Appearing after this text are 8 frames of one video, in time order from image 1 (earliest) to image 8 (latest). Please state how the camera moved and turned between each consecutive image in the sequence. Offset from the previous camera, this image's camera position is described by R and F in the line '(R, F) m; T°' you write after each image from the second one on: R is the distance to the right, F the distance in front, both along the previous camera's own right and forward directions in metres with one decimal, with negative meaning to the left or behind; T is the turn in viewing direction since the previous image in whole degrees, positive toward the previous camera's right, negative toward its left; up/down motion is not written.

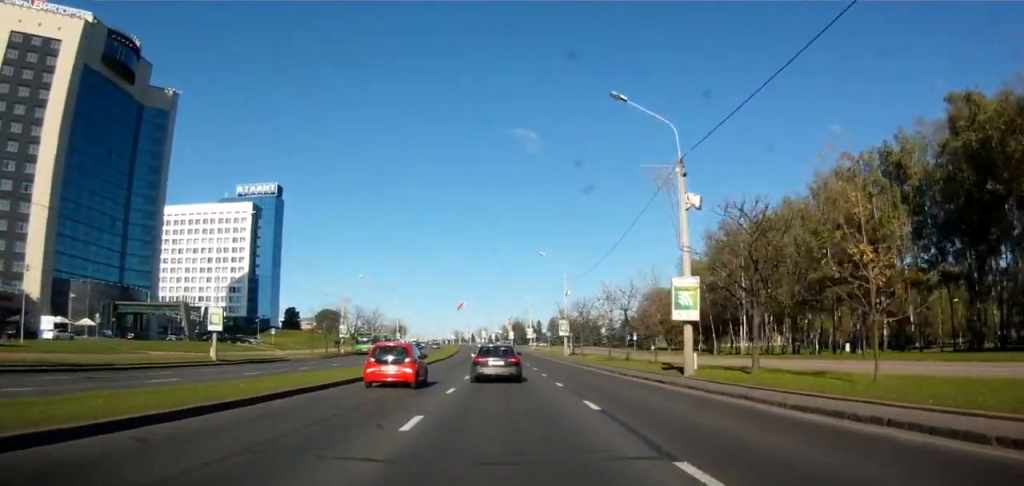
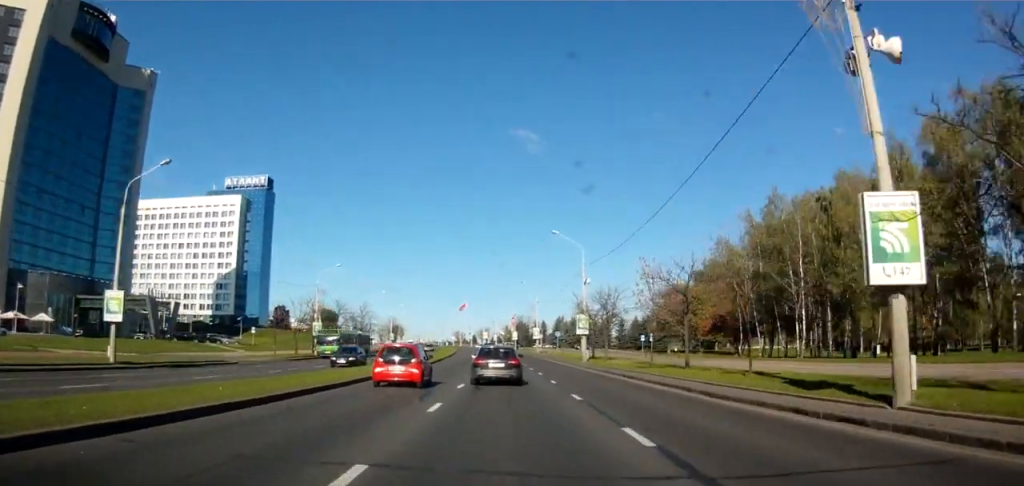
(-0.2, +12.2) m; -1°
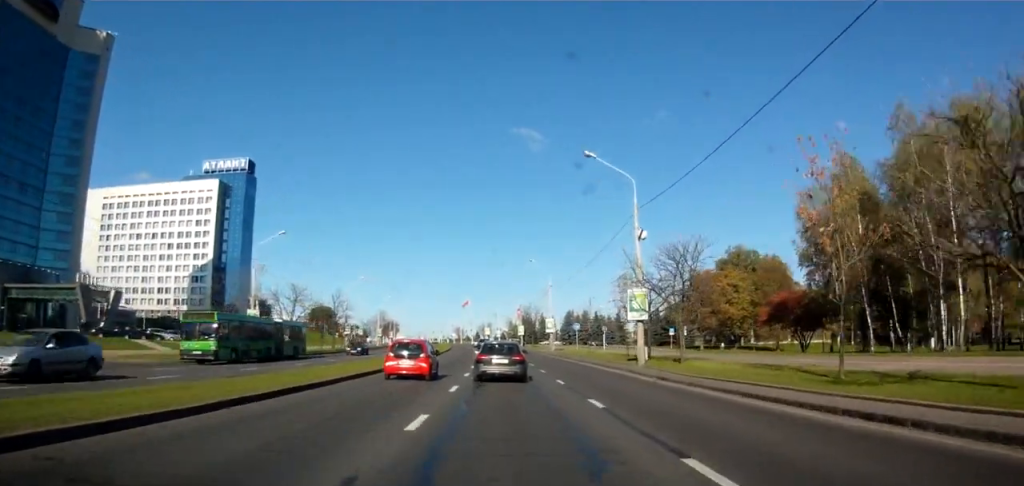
(-0.1, +19.4) m; -1°
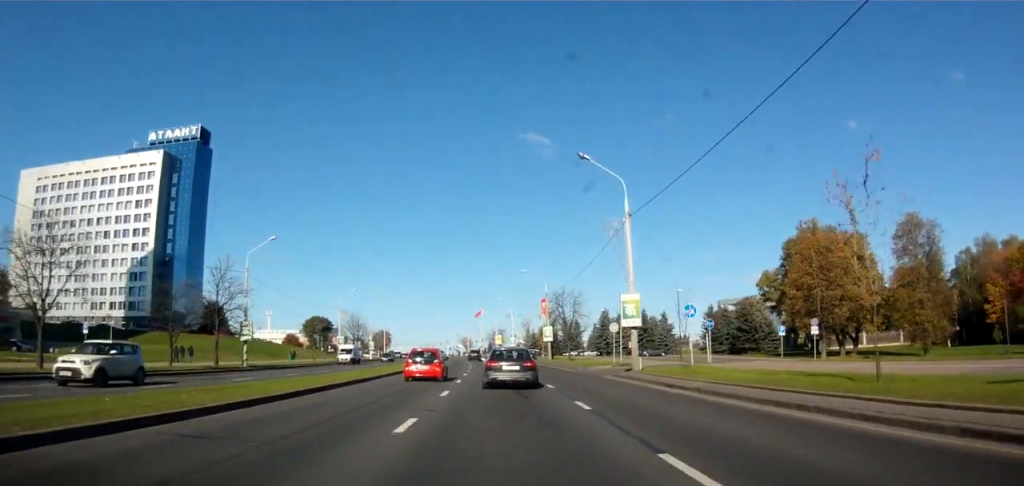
(-0.1, +40.0) m; 0°
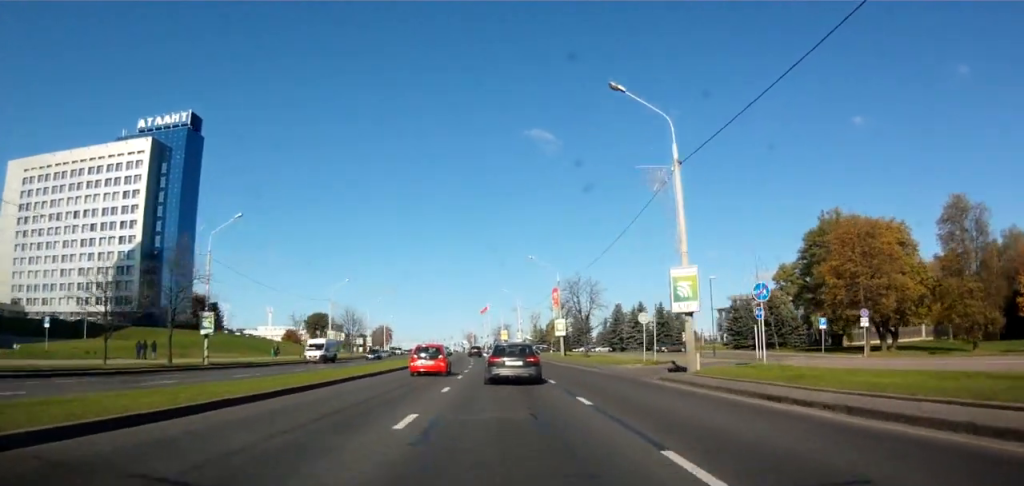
(-0.1, +8.5) m; -1°
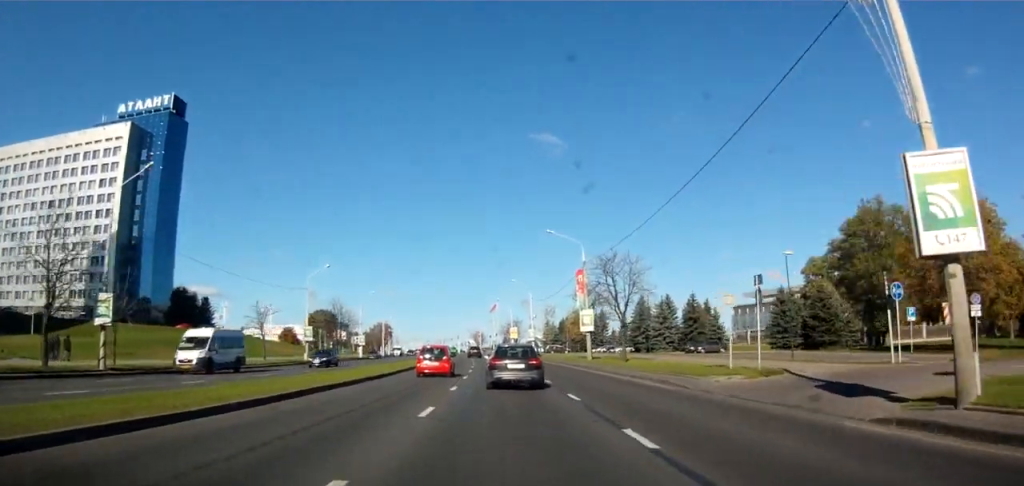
(-0.2, +13.3) m; -1°
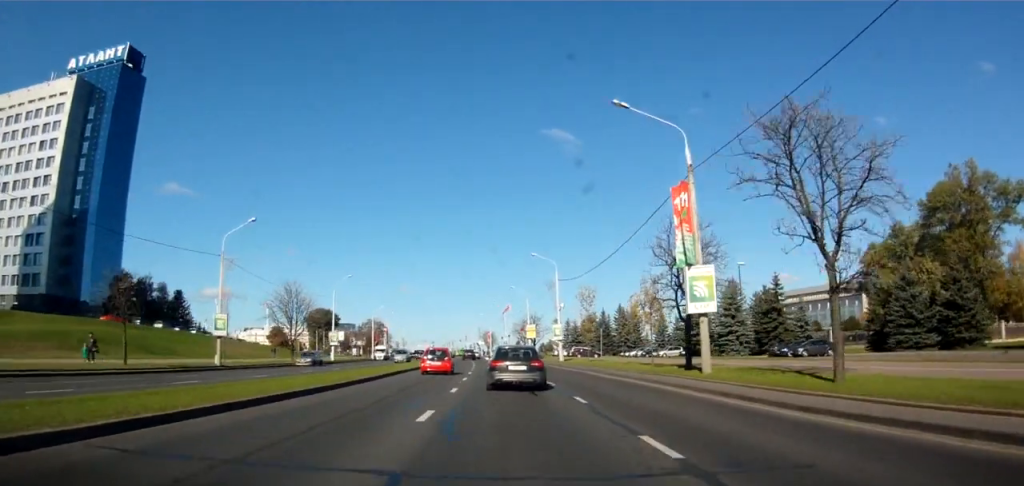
(-0.4, +25.0) m; -1°
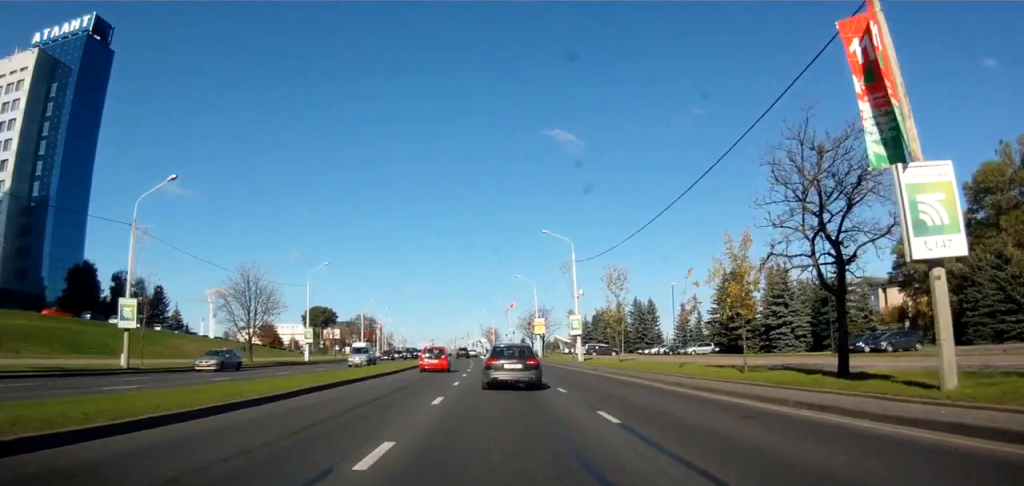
(0.0, +12.3) m; 0°
